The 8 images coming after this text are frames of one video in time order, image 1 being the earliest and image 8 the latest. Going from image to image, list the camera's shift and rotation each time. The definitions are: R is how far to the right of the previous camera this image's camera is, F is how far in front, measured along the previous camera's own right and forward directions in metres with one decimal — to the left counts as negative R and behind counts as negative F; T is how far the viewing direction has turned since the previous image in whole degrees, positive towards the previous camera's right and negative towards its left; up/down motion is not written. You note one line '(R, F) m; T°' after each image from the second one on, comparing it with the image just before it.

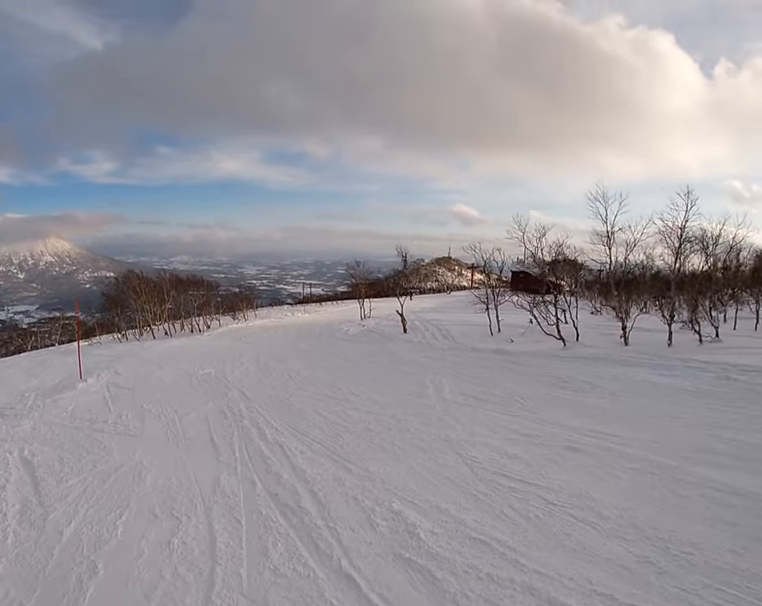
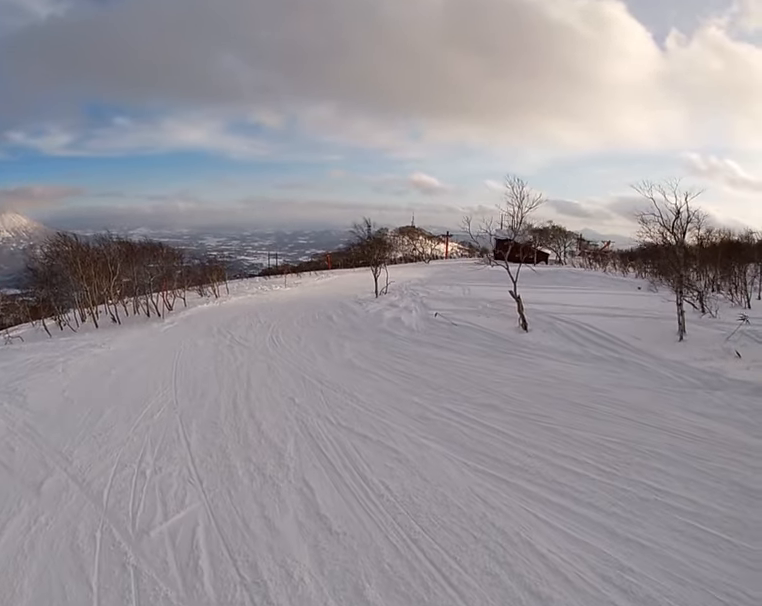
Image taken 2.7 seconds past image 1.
(+0.9, +8.1) m; +15°
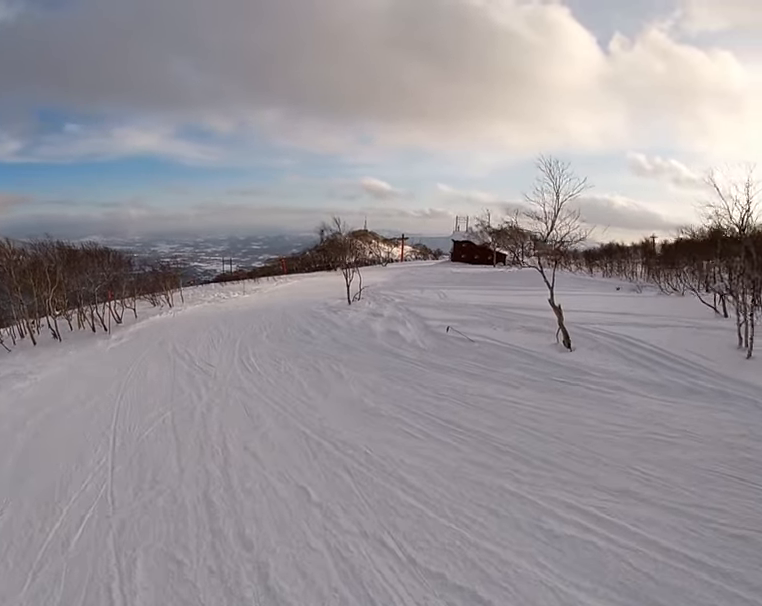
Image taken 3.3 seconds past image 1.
(+0.3, +2.5) m; +10°
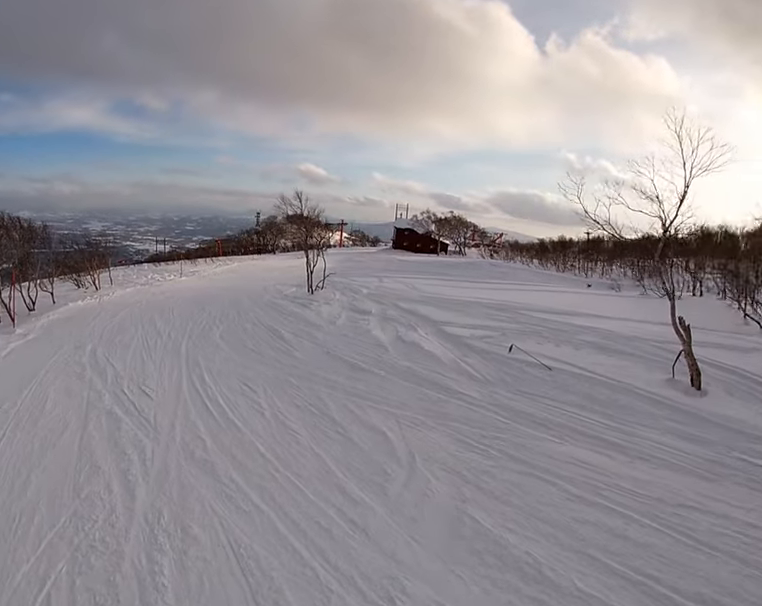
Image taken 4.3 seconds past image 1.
(+0.1, +3.8) m; +7°
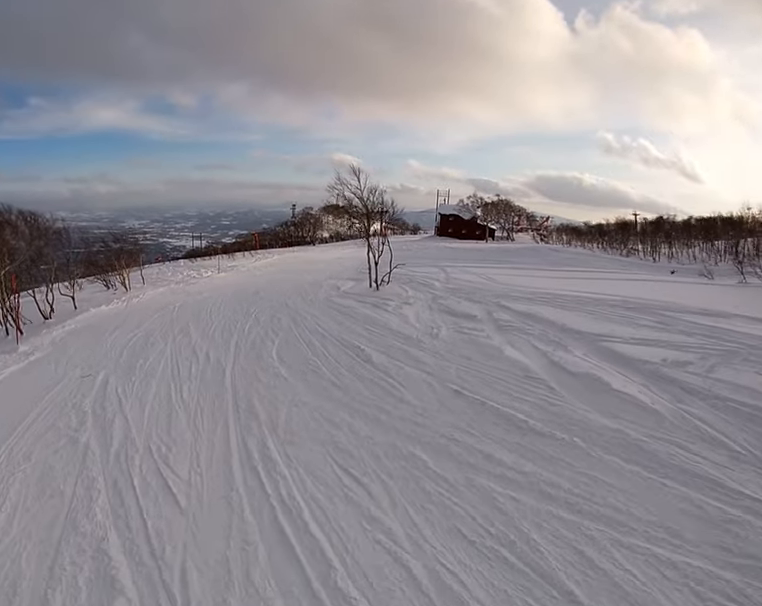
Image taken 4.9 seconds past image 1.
(+0.3, +3.1) m; 0°
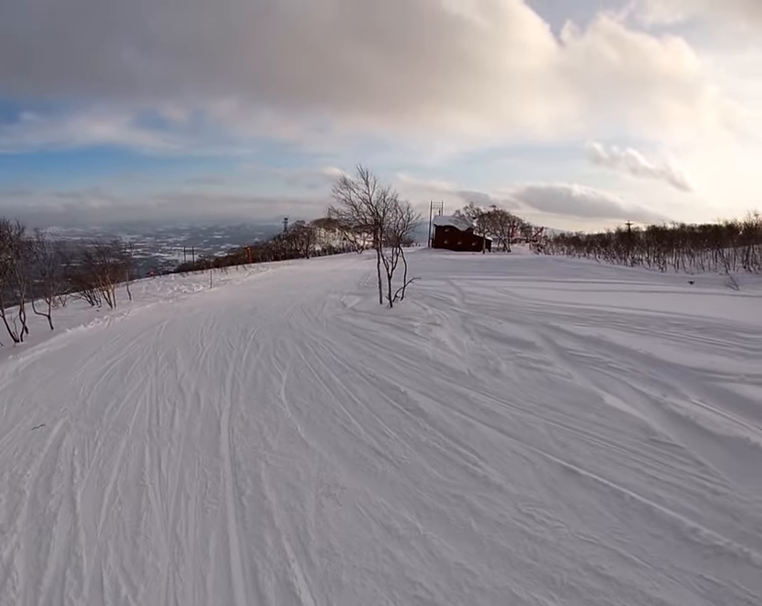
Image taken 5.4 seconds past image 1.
(0.0, +2.0) m; -2°
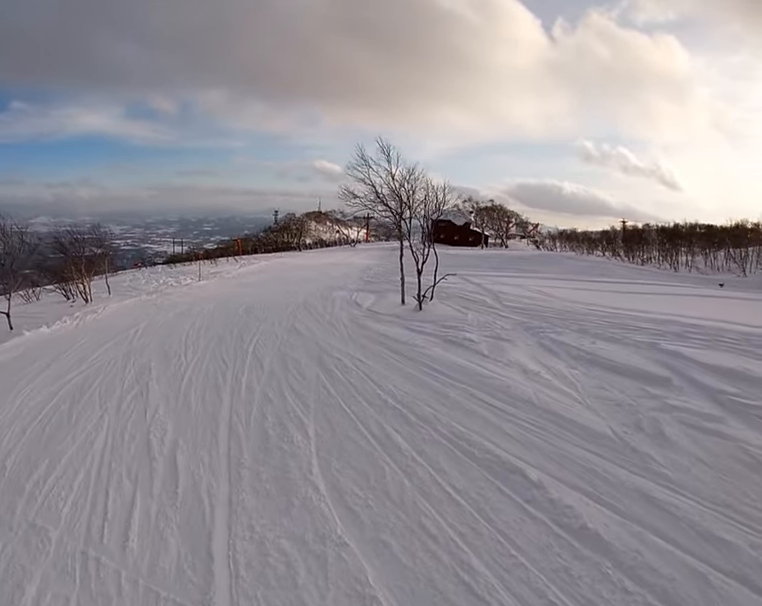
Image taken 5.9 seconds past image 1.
(-0.2, +2.5) m; -4°
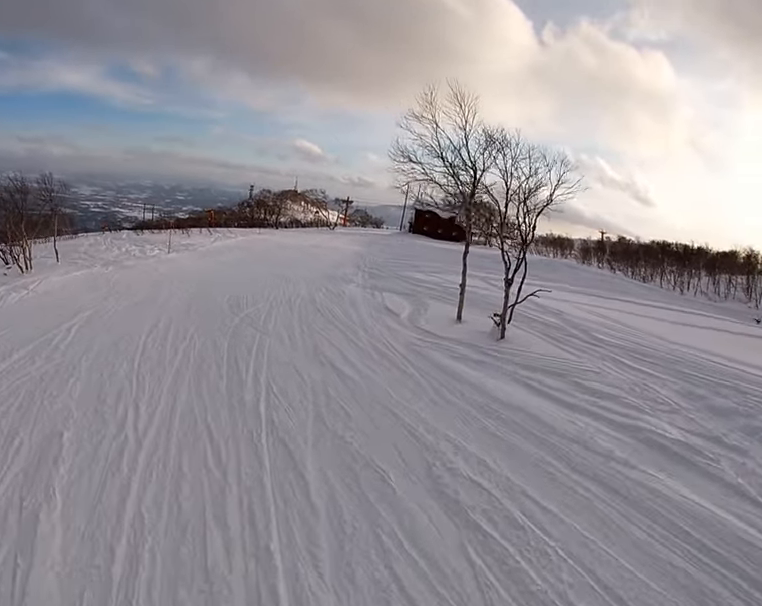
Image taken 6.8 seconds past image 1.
(-0.1, +4.0) m; +3°
